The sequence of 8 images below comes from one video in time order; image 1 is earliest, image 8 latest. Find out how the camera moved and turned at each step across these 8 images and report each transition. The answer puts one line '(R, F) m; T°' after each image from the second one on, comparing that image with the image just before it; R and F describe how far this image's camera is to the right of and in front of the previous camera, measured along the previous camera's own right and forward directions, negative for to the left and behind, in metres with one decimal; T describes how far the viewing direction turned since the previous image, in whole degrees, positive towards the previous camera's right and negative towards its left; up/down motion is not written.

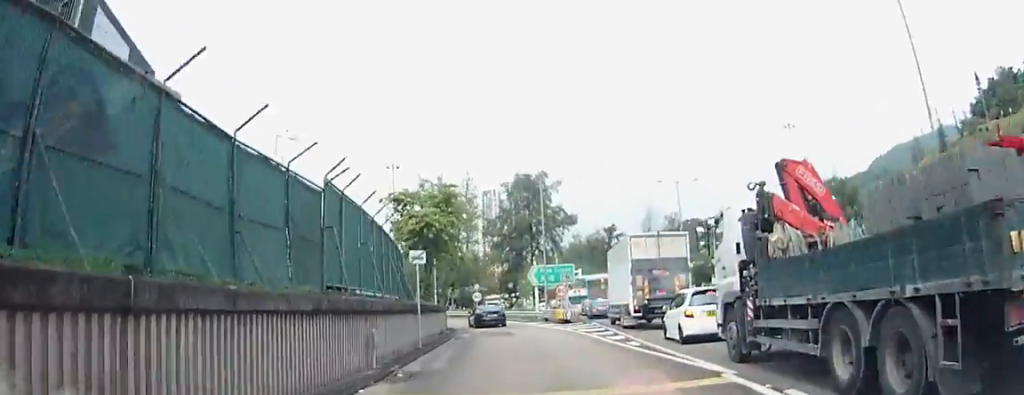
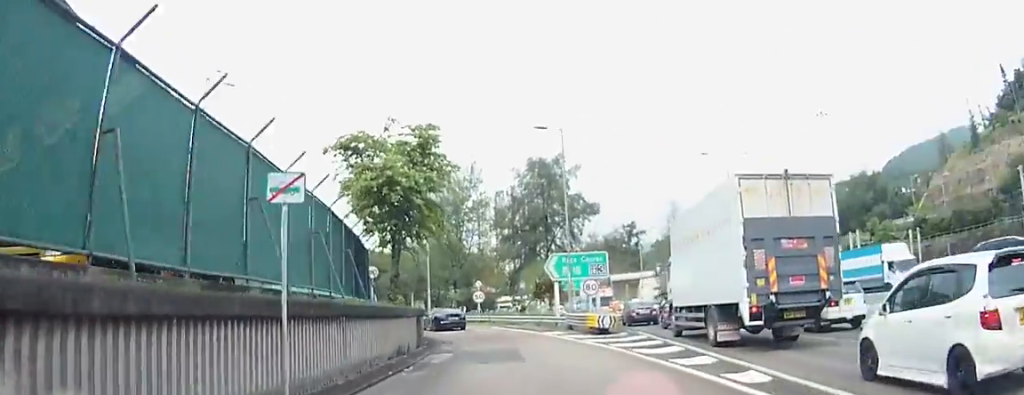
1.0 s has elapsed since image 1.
(-0.1, +12.6) m; -1°
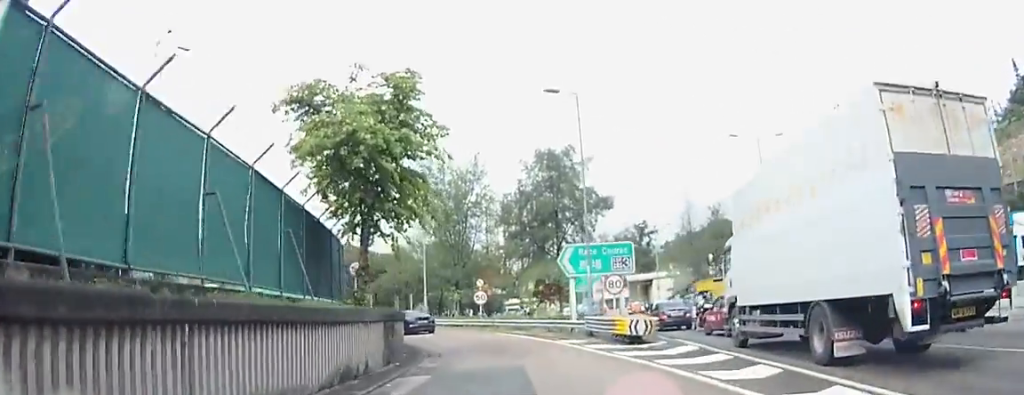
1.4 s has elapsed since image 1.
(0.0, +6.0) m; -1°
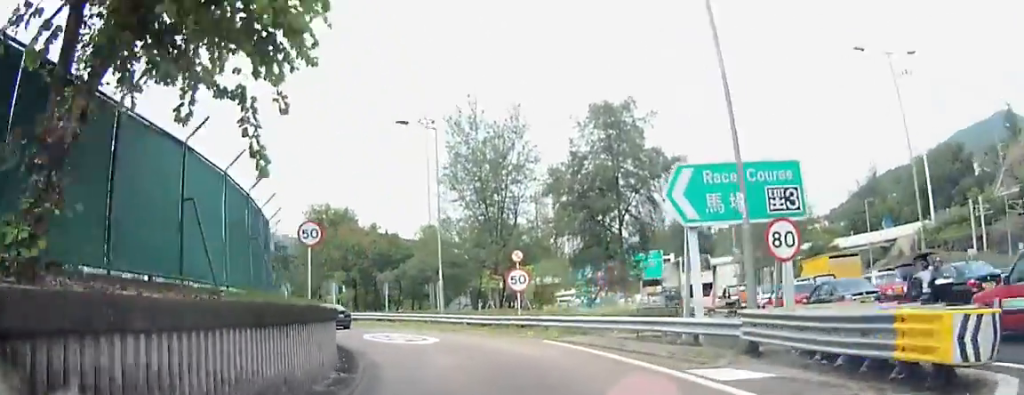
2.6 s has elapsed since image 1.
(-0.6, +14.5) m; -7°
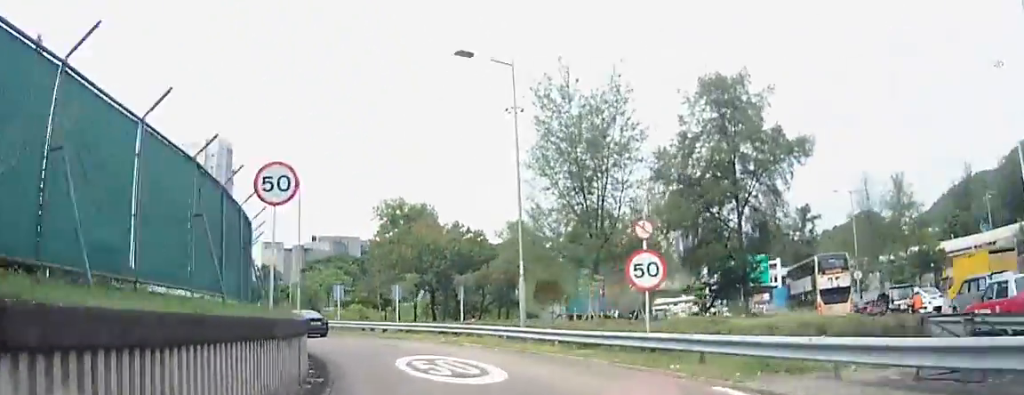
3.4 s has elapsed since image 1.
(-0.4, +10.1) m; -9°
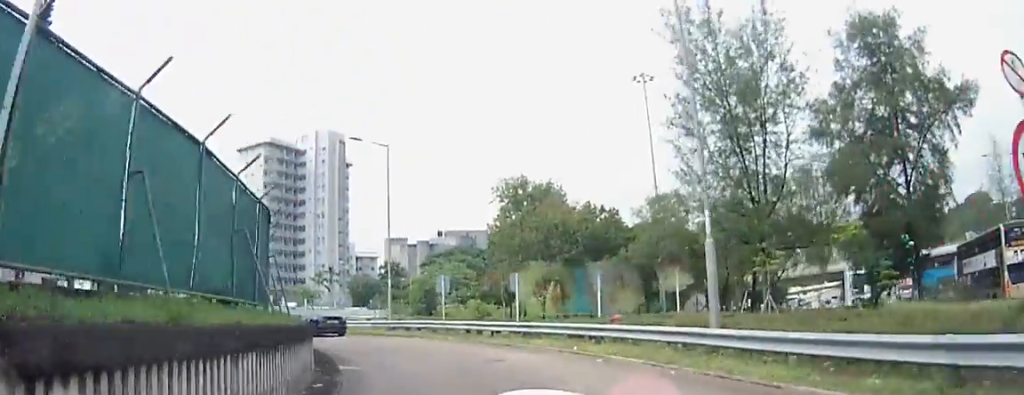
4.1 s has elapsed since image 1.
(-1.0, +9.4) m; -11°
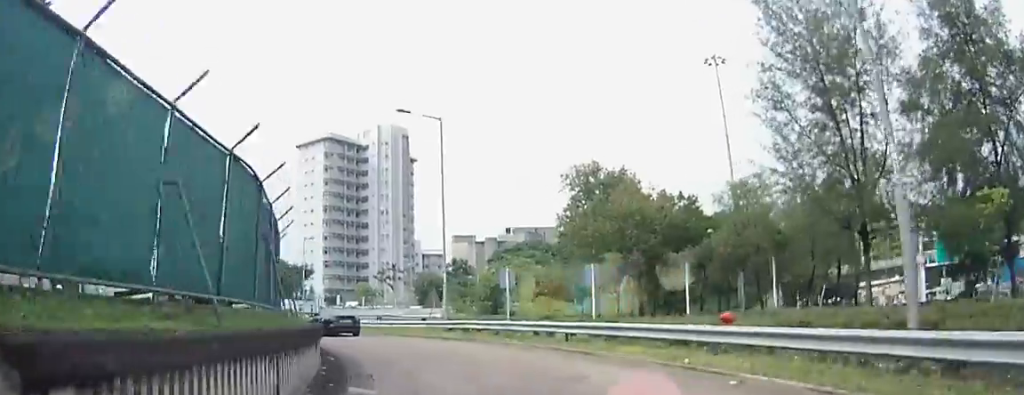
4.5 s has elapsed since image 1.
(-0.4, +4.9) m; -5°
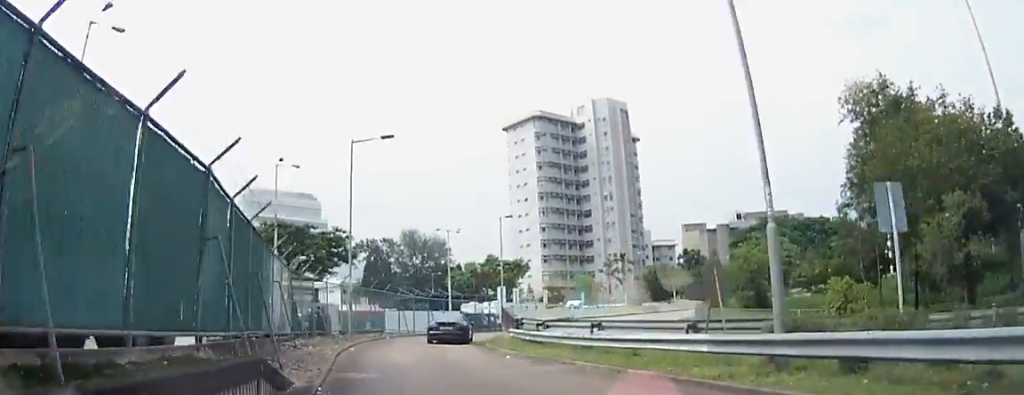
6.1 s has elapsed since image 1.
(-3.2, +19.2) m; -18°
